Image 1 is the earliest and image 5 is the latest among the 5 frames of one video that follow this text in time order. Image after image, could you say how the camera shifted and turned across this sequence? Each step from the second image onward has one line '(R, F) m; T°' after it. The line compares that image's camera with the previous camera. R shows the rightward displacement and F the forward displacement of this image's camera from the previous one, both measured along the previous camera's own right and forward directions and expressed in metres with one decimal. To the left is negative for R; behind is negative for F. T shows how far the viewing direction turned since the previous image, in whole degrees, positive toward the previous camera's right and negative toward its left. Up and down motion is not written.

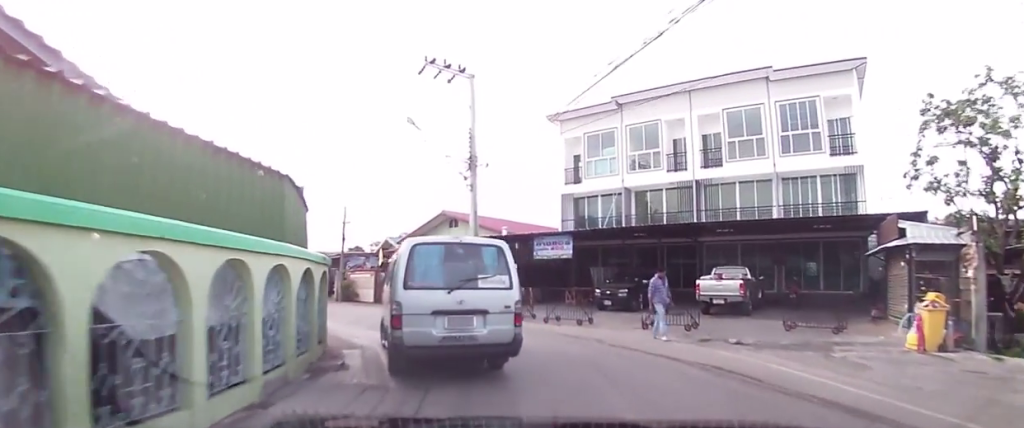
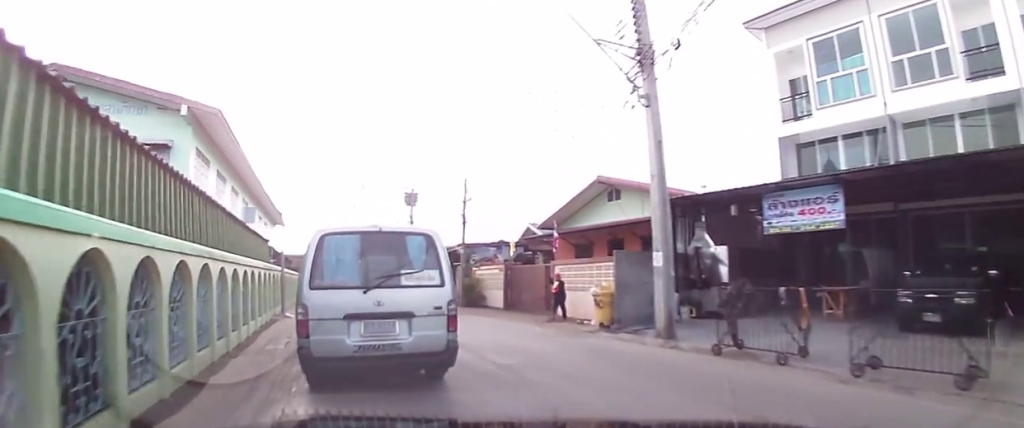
(-1.6, +9.7) m; -13°
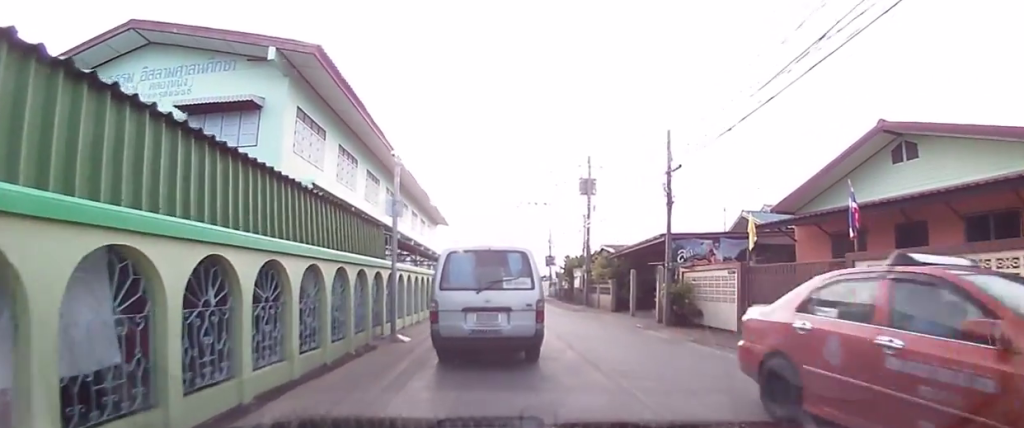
(-1.6, +6.7) m; -31°
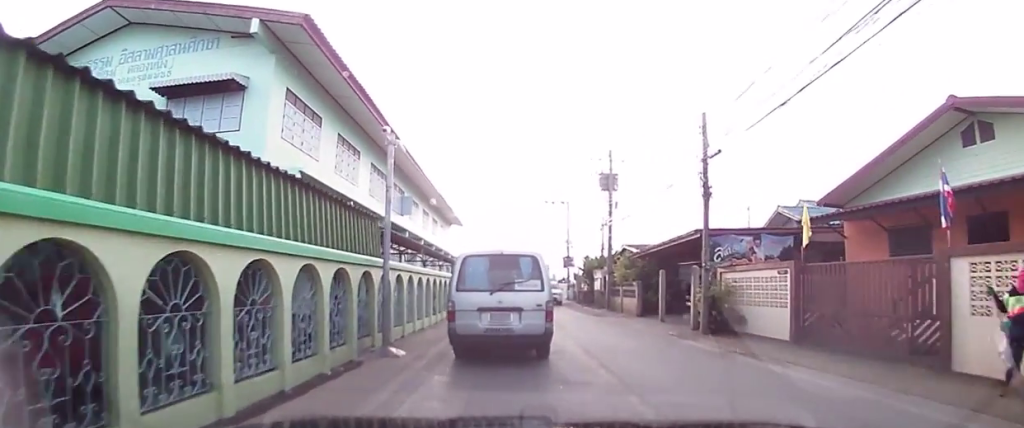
(-0.1, +1.7) m; -2°
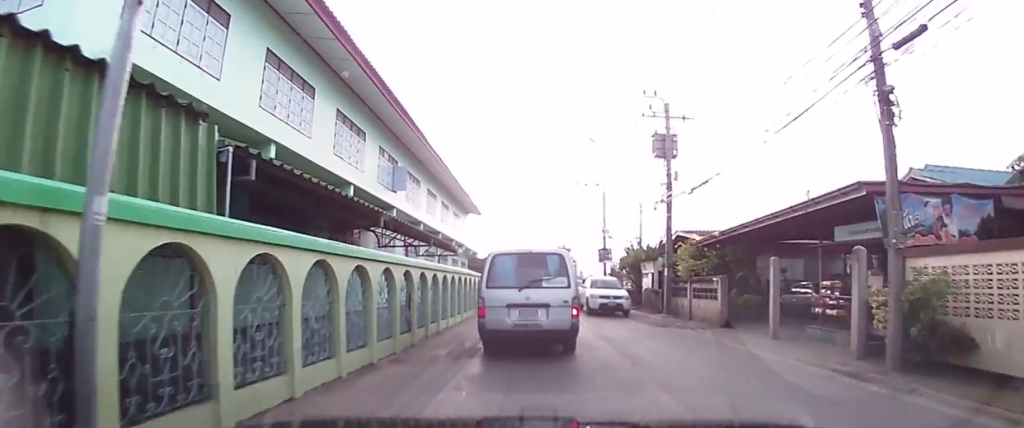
(-0.1, +5.4) m; -1°
